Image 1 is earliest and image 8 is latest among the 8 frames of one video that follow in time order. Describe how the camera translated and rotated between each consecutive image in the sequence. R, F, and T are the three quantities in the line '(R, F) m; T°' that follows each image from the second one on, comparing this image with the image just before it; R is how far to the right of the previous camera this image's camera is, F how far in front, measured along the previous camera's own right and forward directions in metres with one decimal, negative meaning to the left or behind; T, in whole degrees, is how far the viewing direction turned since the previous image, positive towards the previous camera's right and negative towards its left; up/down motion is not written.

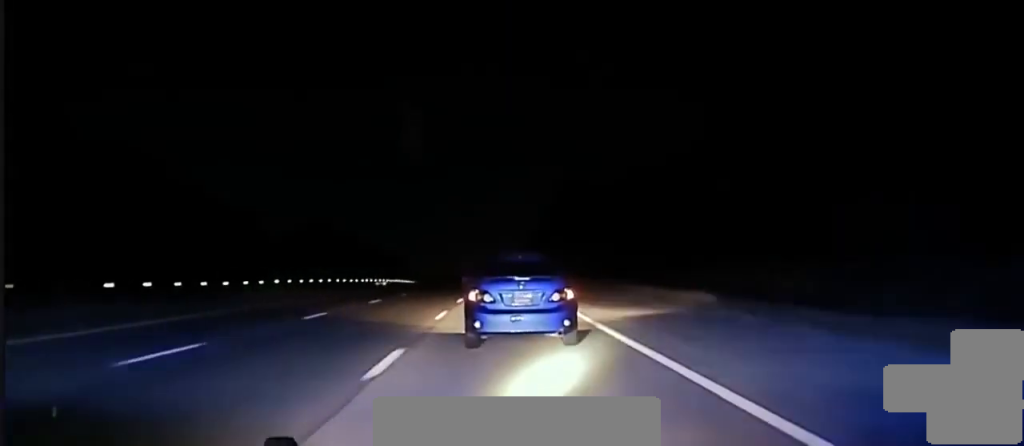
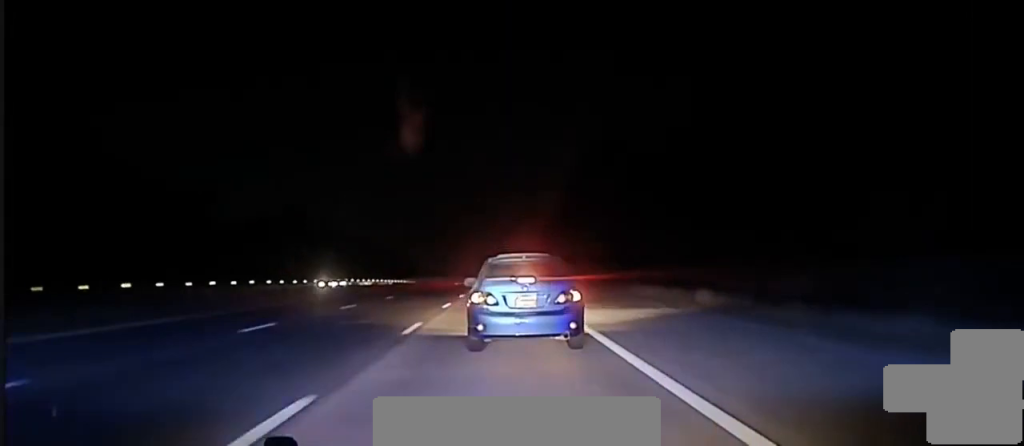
(-0.4, +30.0) m; -1°
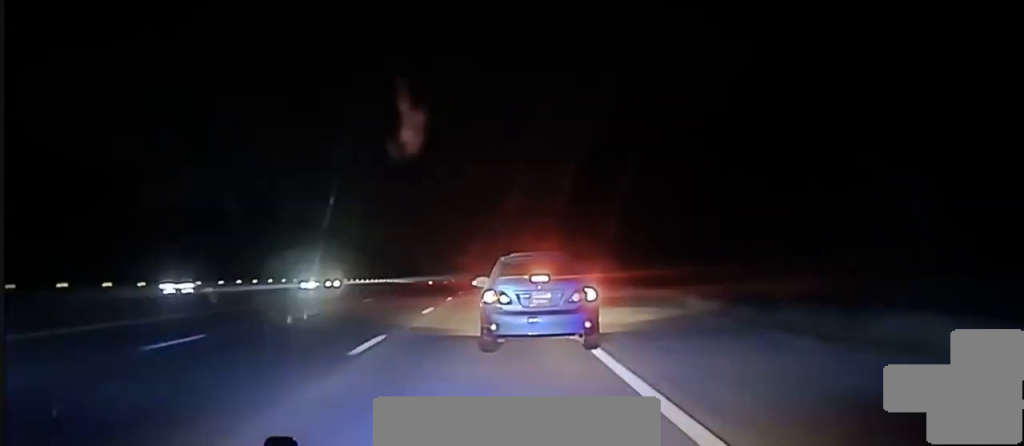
(-0.2, +29.9) m; 0°
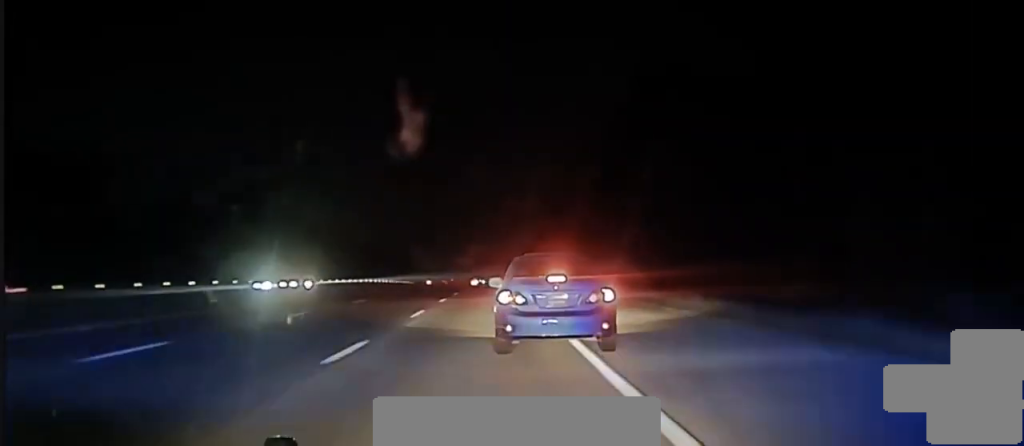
(0.0, +15.2) m; 0°
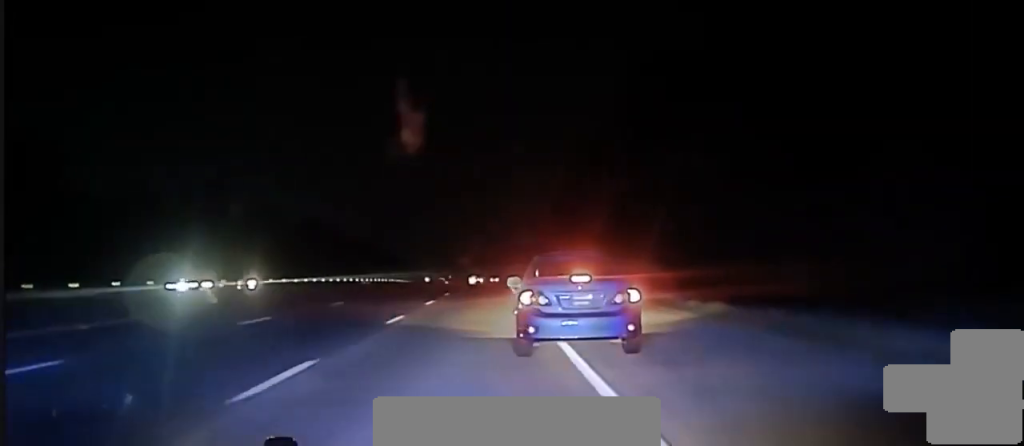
(-0.1, +15.1) m; 0°
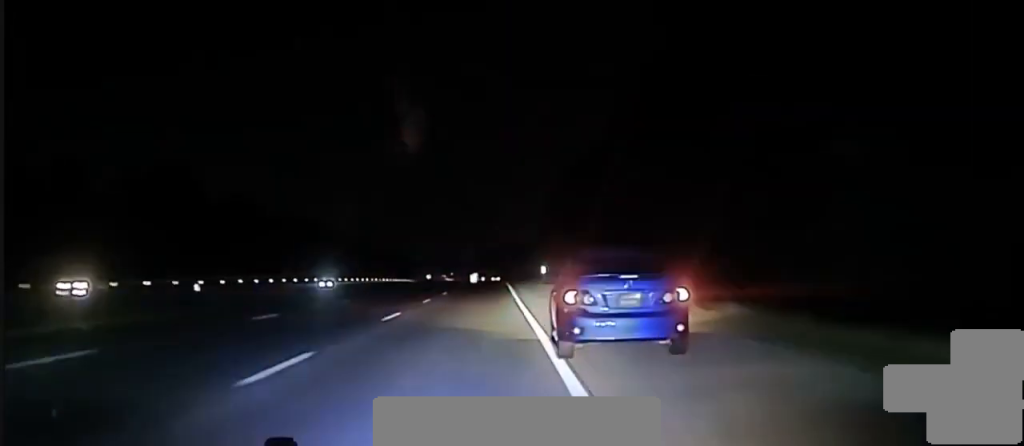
(+0.1, +22.3) m; 0°
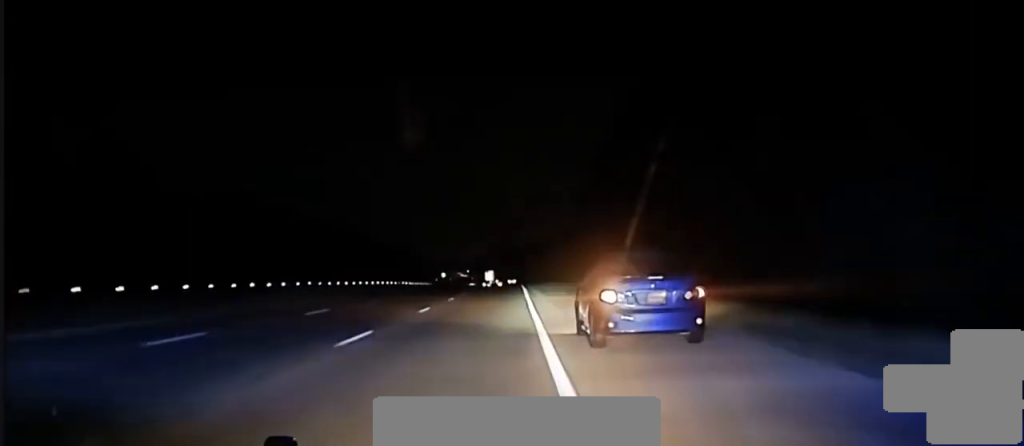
(-0.3, +61.4) m; -1°
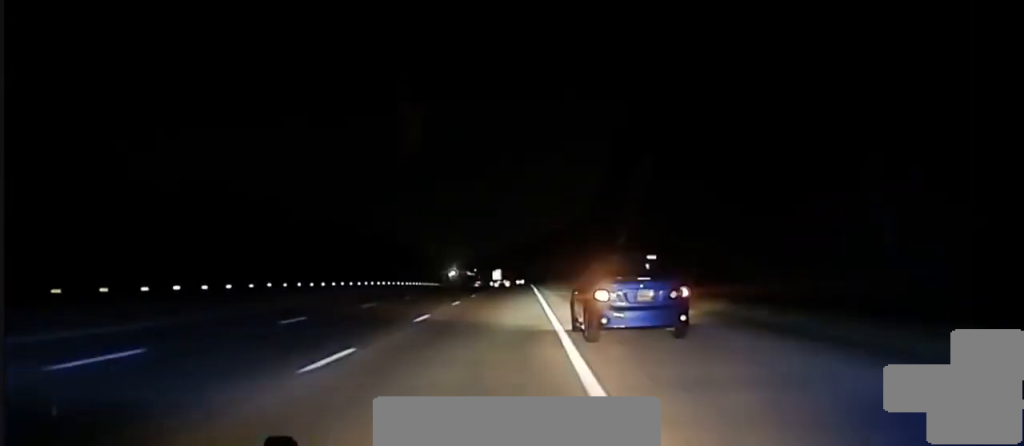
(-0.1, +19.4) m; 0°
